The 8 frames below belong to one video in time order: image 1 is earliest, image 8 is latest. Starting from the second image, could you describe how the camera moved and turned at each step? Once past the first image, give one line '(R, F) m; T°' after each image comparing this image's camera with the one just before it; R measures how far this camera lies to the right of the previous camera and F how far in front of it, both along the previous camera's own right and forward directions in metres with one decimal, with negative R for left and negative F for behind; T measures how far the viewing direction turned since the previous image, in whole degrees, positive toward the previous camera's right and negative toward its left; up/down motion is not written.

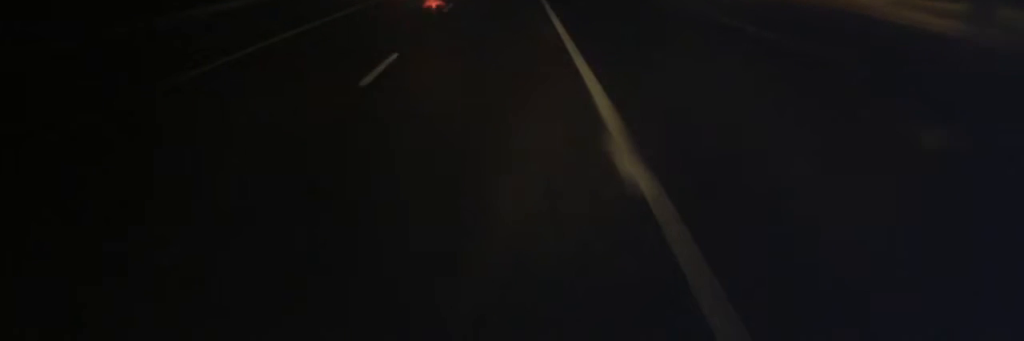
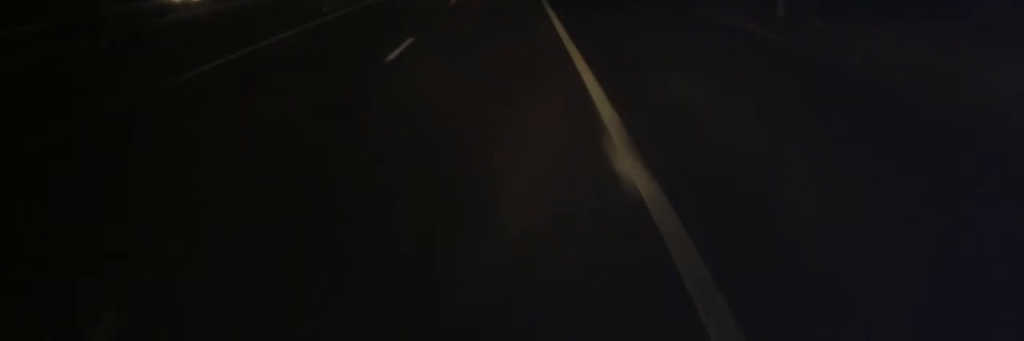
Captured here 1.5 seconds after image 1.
(+0.1, +34.0) m; -1°
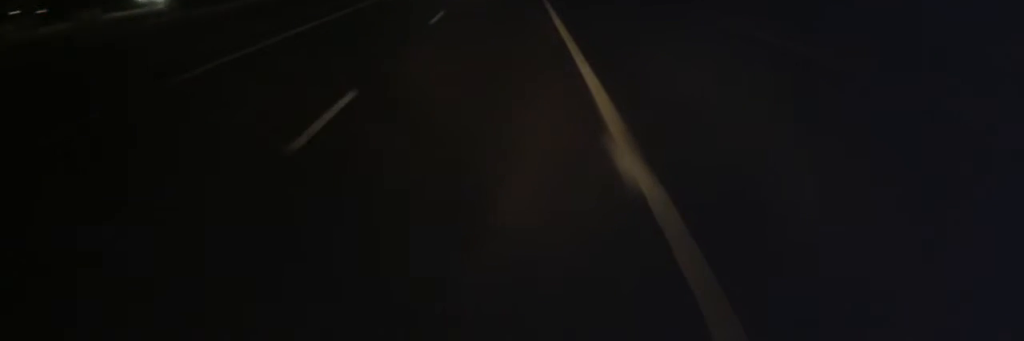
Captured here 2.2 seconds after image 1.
(-0.1, +17.9) m; -1°
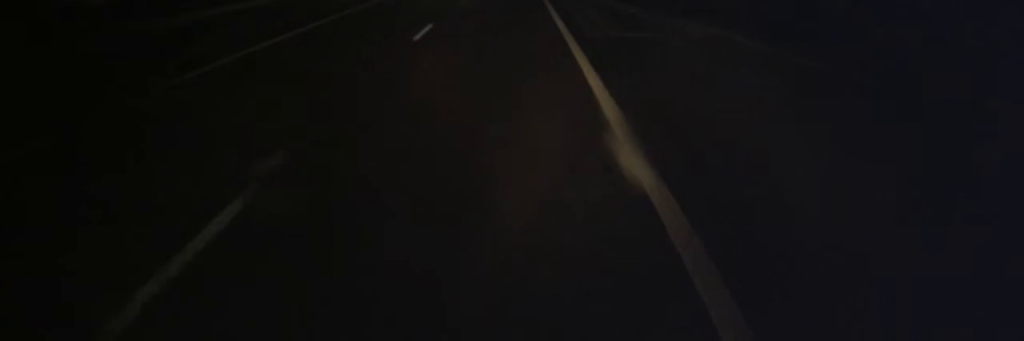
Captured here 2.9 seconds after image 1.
(-0.1, +15.5) m; 0°
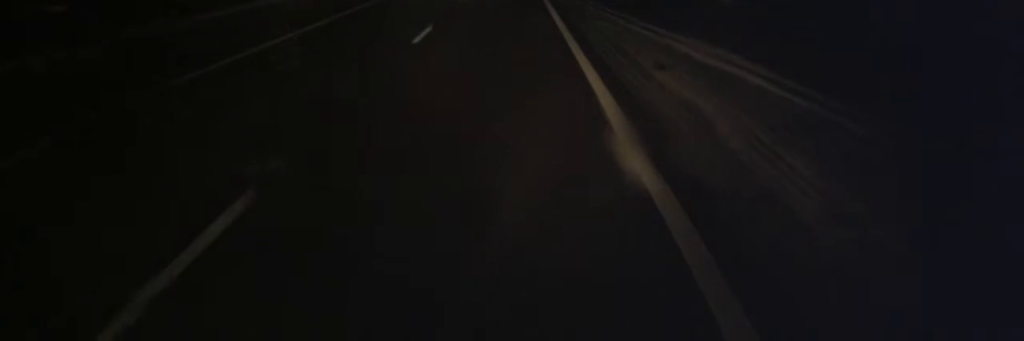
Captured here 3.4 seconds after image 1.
(+0.1, +12.3) m; +1°
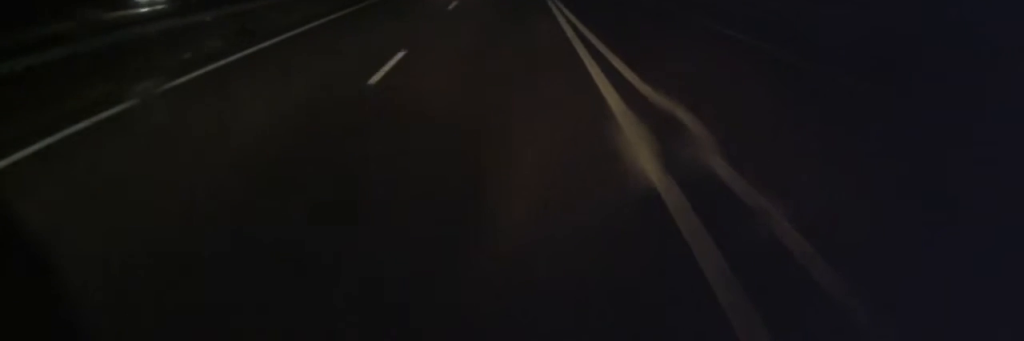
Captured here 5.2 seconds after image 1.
(+0.5, +40.5) m; 0°
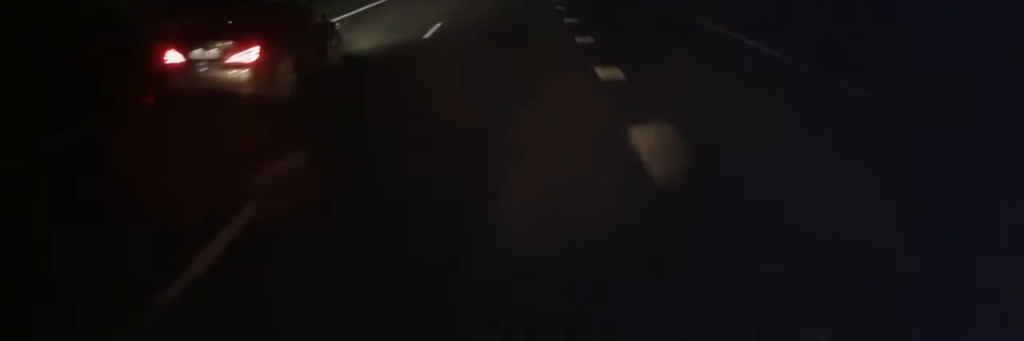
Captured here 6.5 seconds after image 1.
(-0.1, +30.5) m; +1°
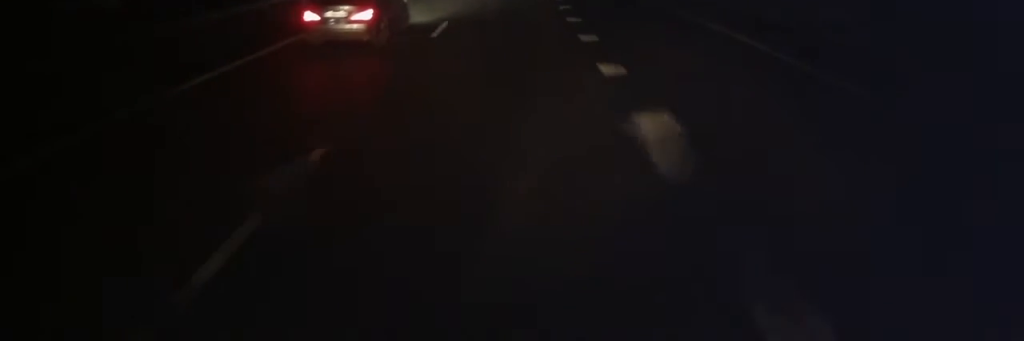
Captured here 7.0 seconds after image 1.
(+0.1, +11.5) m; +1°
